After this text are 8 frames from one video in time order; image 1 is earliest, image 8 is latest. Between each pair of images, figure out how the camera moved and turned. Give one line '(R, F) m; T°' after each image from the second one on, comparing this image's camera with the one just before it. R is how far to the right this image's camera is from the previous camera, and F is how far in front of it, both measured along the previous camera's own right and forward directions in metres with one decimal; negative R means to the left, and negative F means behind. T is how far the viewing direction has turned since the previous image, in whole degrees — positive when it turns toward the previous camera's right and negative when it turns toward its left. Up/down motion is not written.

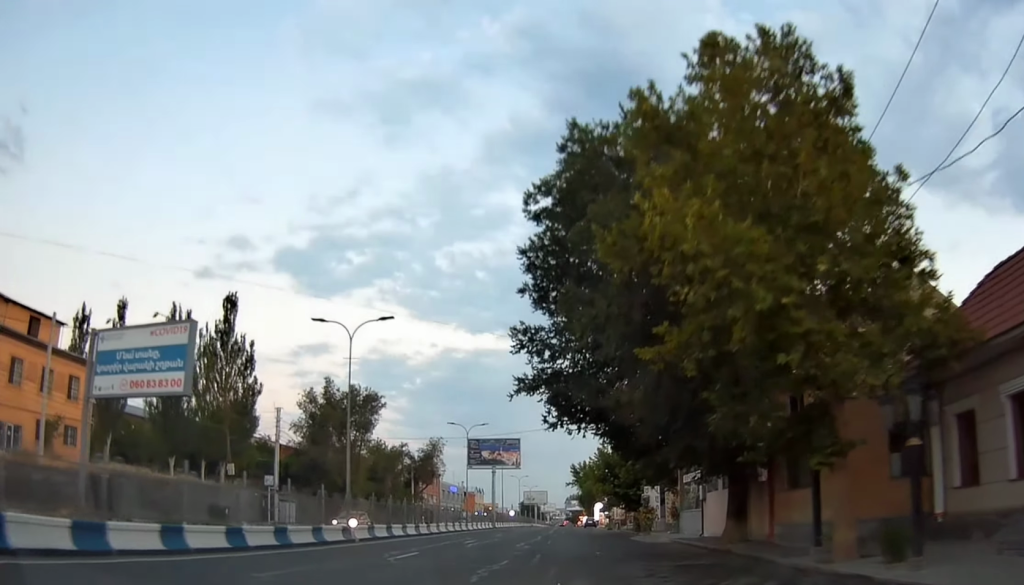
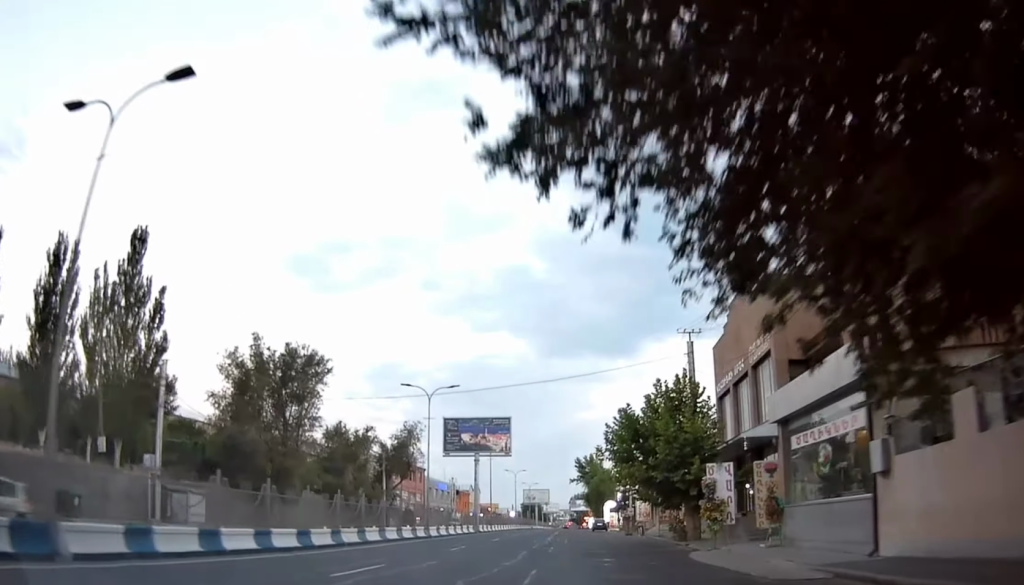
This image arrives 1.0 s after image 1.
(-0.2, +17.6) m; +1°
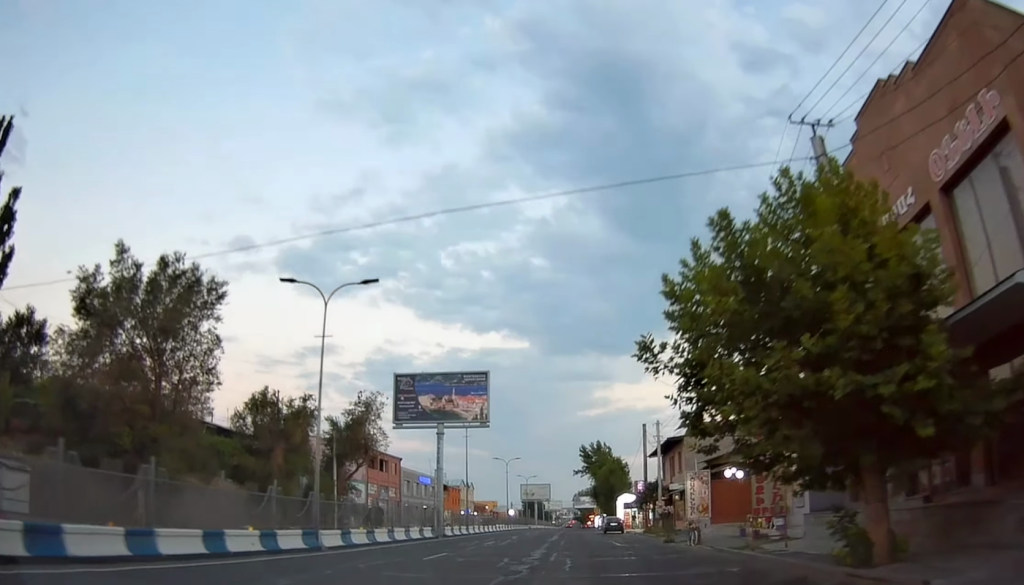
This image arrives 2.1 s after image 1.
(+0.4, +18.7) m; +1°
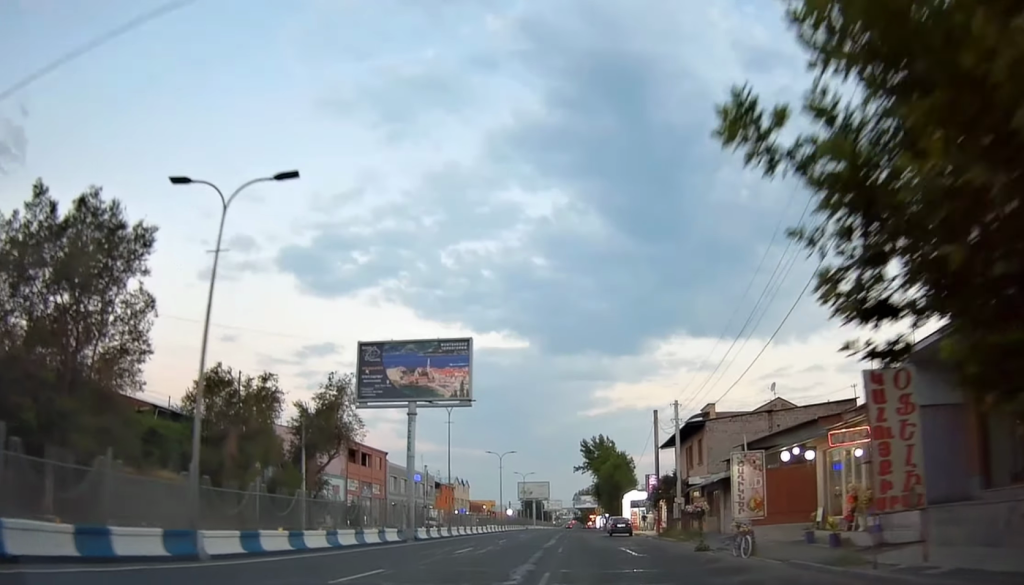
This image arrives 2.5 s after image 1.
(0.0, +7.9) m; 0°
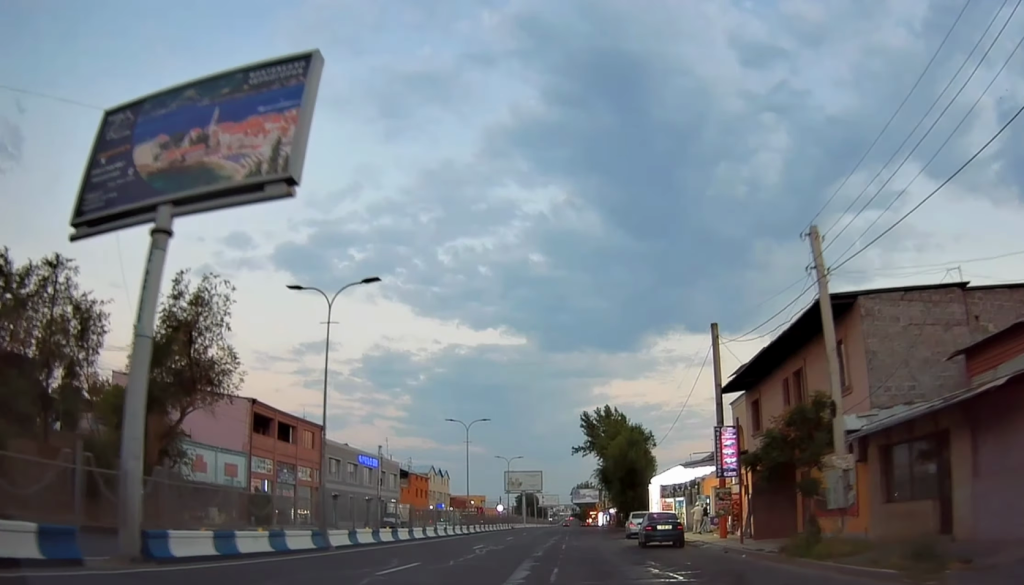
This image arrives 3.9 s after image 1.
(+0.2, +23.2) m; -1°
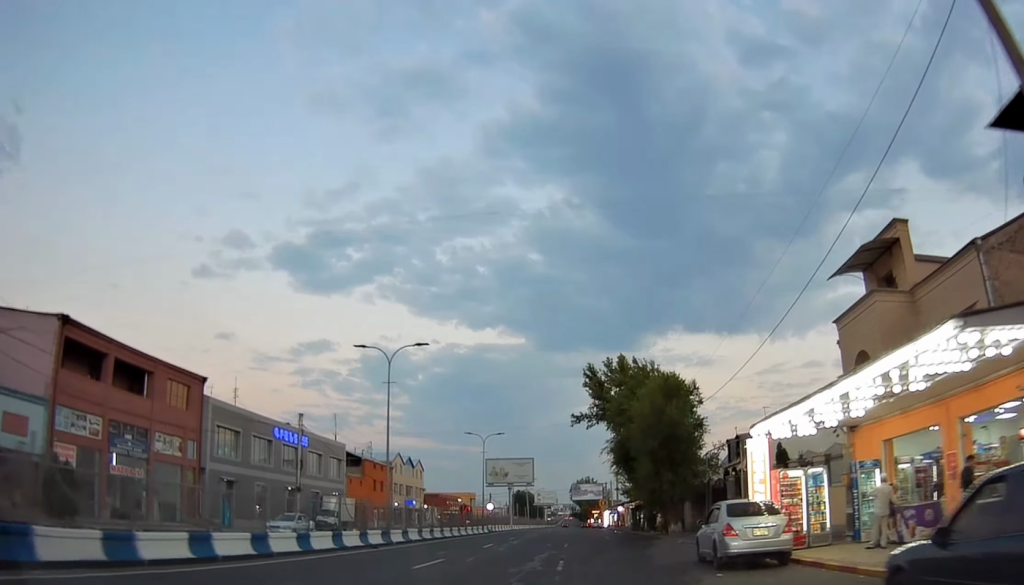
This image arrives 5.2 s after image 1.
(-0.9, +23.2) m; -2°
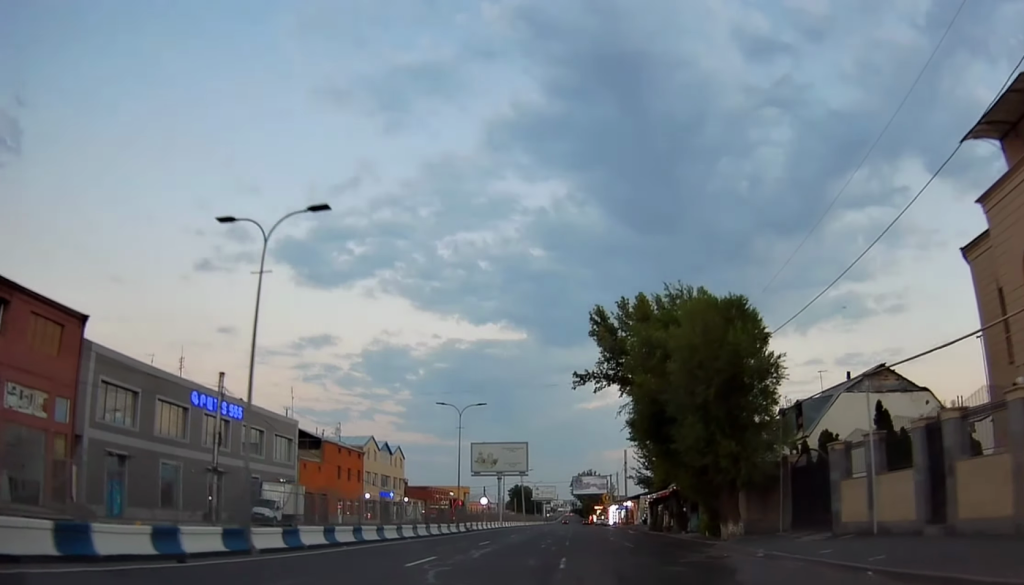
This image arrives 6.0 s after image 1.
(0.0, +13.8) m; +1°
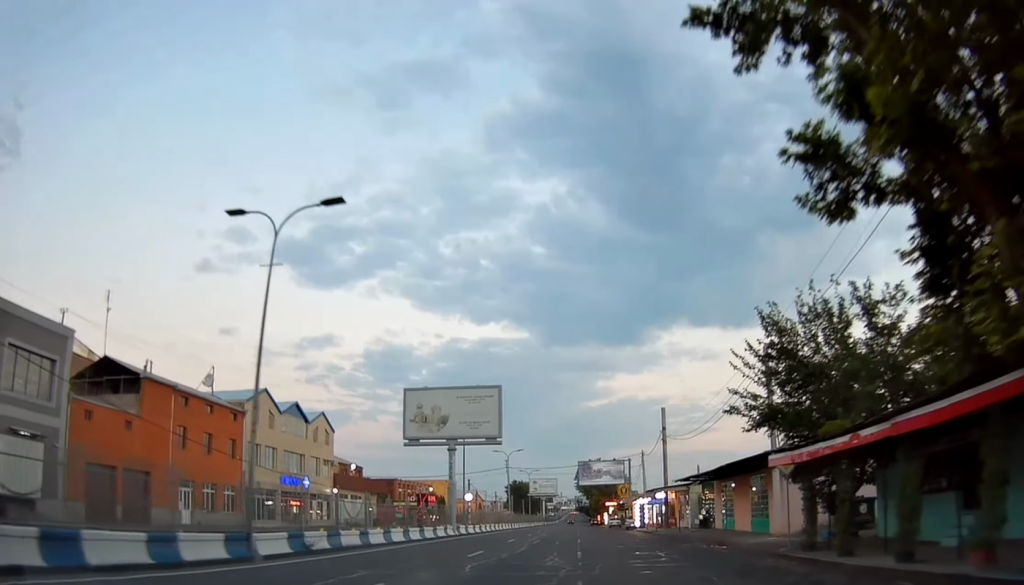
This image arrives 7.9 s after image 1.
(+0.7, +32.3) m; 0°
